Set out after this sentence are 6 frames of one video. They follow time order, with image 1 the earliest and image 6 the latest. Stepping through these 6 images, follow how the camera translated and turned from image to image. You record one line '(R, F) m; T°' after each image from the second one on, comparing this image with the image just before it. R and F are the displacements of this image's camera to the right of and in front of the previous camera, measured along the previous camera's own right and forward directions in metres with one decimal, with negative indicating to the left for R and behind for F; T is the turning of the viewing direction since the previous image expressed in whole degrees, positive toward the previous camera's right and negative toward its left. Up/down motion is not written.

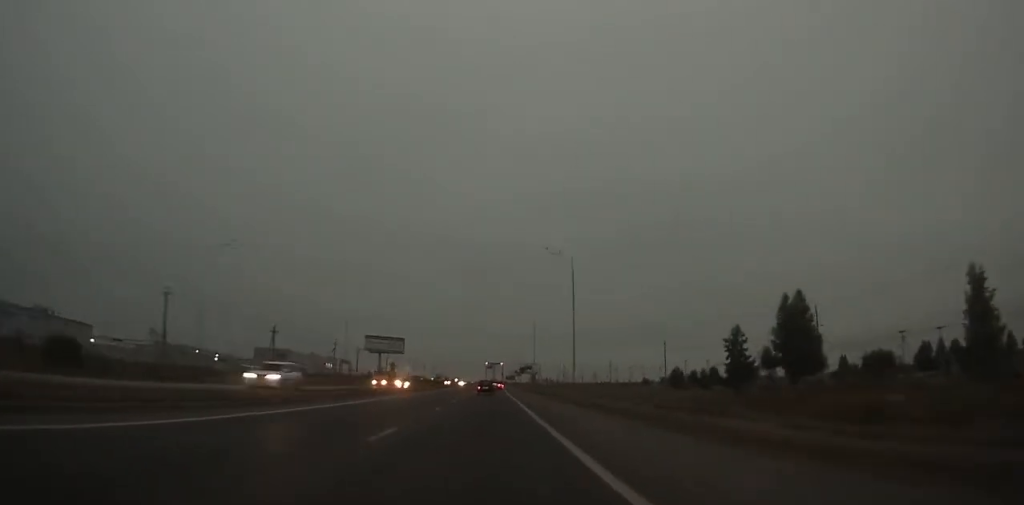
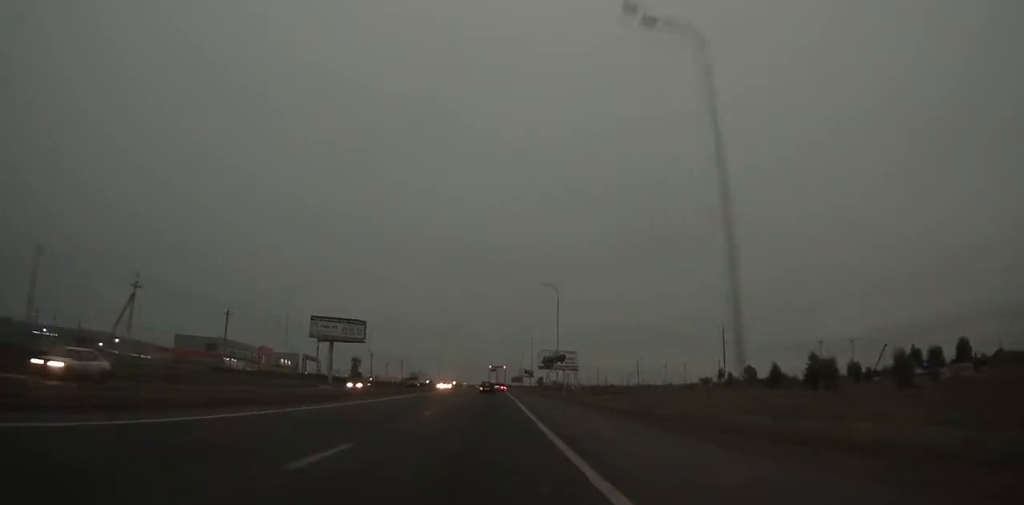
(+0.2, +75.8) m; 0°
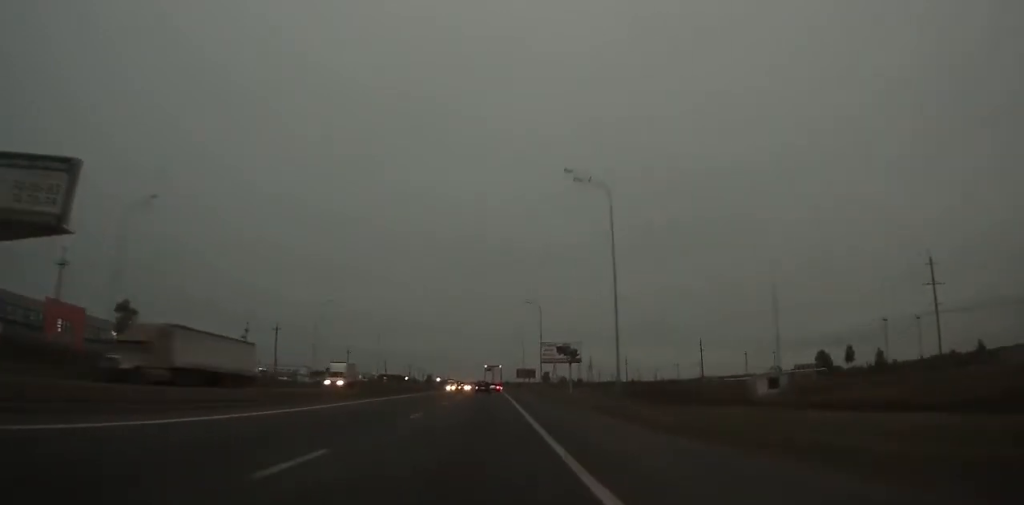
(-0.2, +121.0) m; 0°
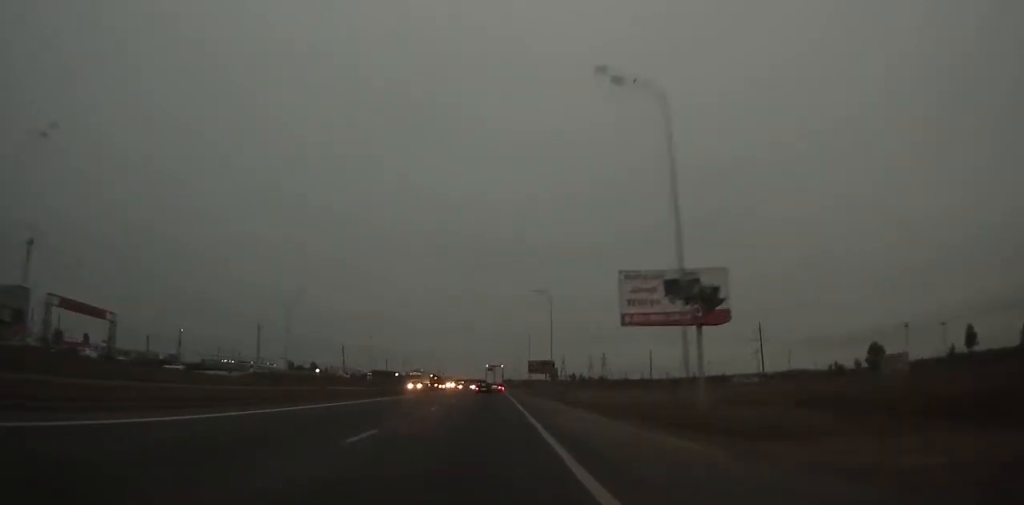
(+0.1, +56.1) m; 0°
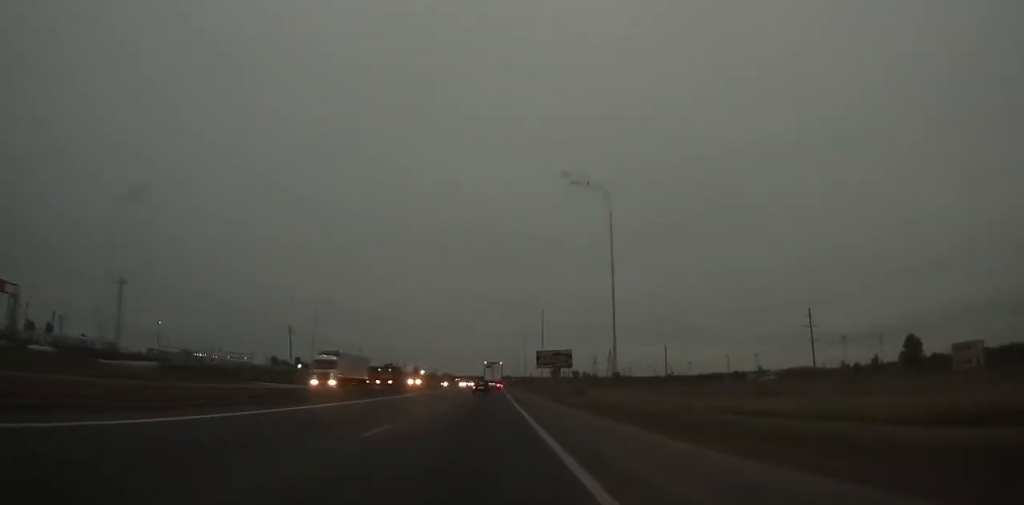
(0.0, +34.8) m; 0°
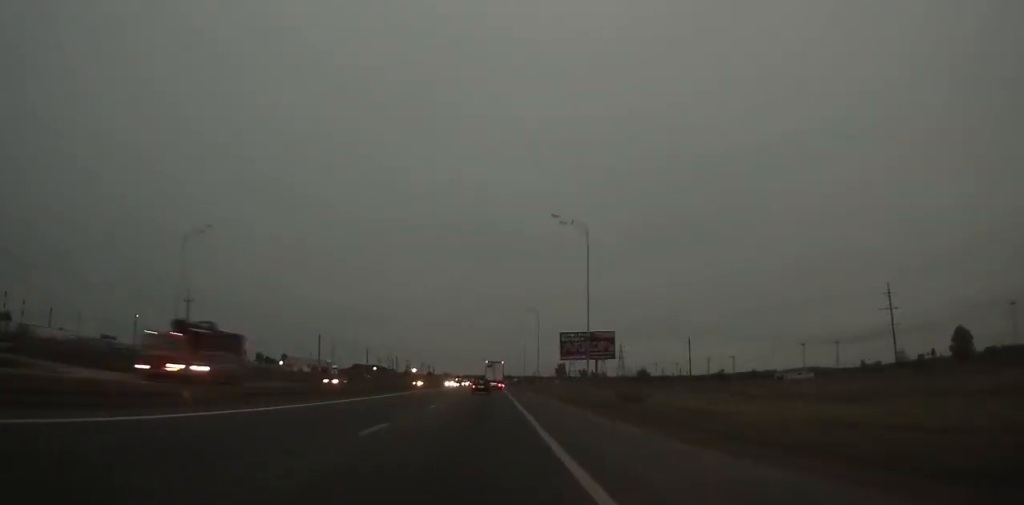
(-0.3, +34.9) m; 0°
